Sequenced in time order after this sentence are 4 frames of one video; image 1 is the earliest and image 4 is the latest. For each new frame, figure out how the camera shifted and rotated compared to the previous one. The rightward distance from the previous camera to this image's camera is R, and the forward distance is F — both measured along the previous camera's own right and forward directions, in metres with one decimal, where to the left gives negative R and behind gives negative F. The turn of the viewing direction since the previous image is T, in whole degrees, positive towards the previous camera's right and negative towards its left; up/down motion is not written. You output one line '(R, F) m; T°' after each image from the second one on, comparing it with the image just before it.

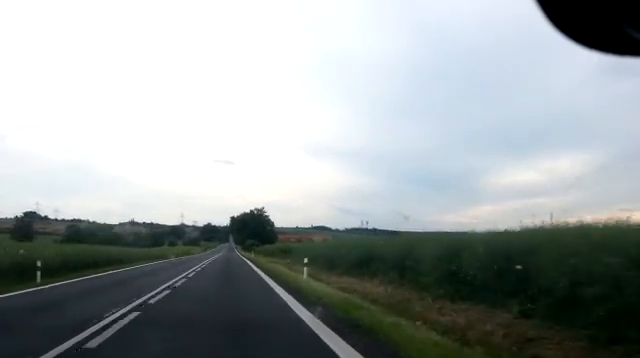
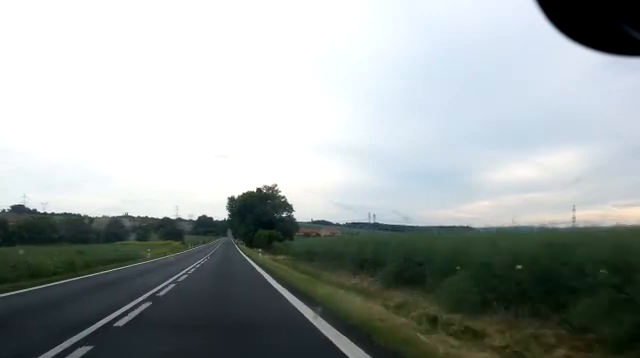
(+1.5, +57.2) m; +1°
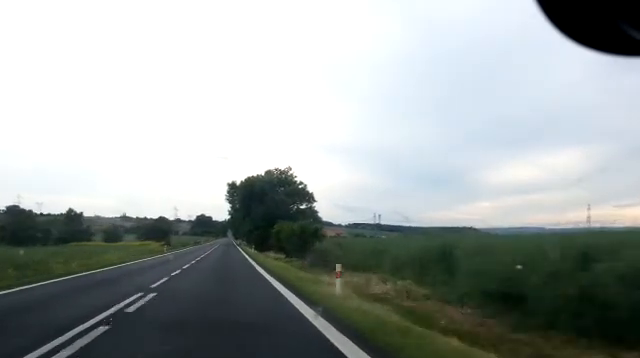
(-0.5, +30.1) m; -1°
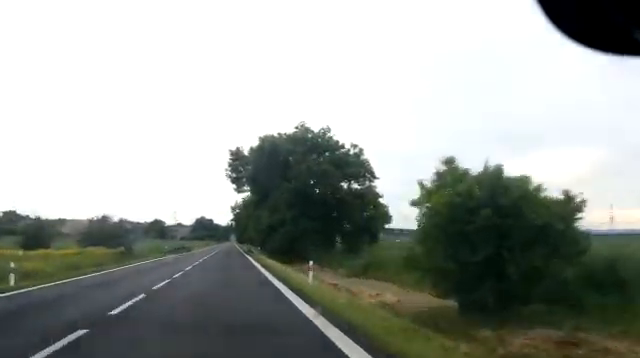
(+0.4, +36.3) m; 0°
